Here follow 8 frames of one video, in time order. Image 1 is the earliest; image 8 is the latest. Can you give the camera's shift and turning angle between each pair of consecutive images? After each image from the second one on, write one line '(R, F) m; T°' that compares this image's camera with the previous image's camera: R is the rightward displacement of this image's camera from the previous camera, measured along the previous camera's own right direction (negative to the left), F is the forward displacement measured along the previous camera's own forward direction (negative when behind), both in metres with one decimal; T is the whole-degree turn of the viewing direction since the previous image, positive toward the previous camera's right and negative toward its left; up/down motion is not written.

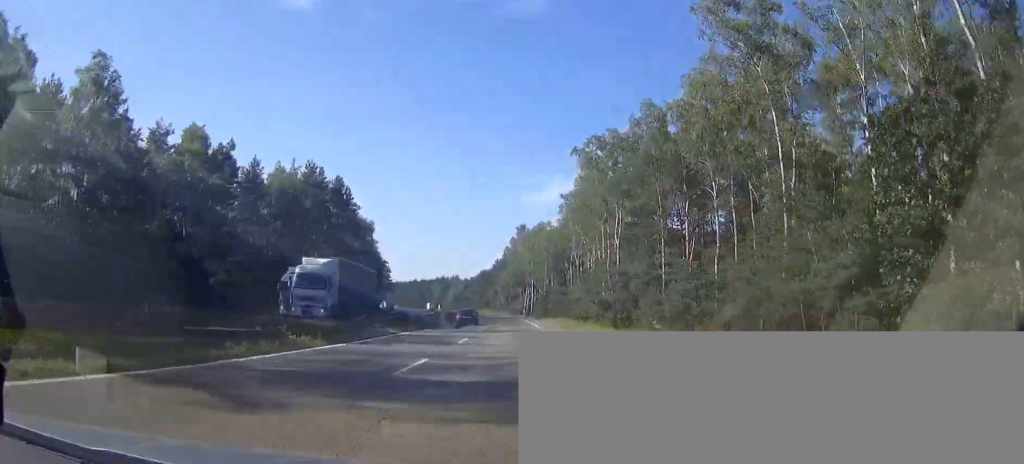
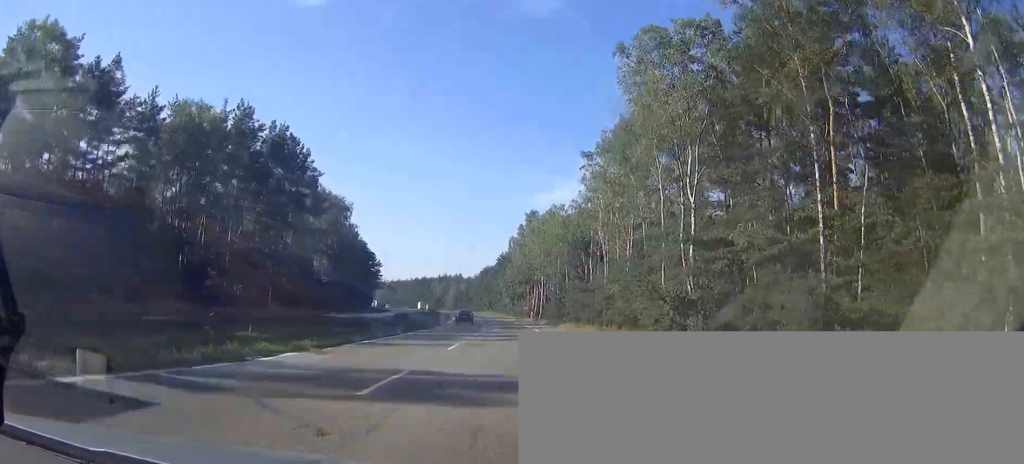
(0.0, +27.5) m; 0°
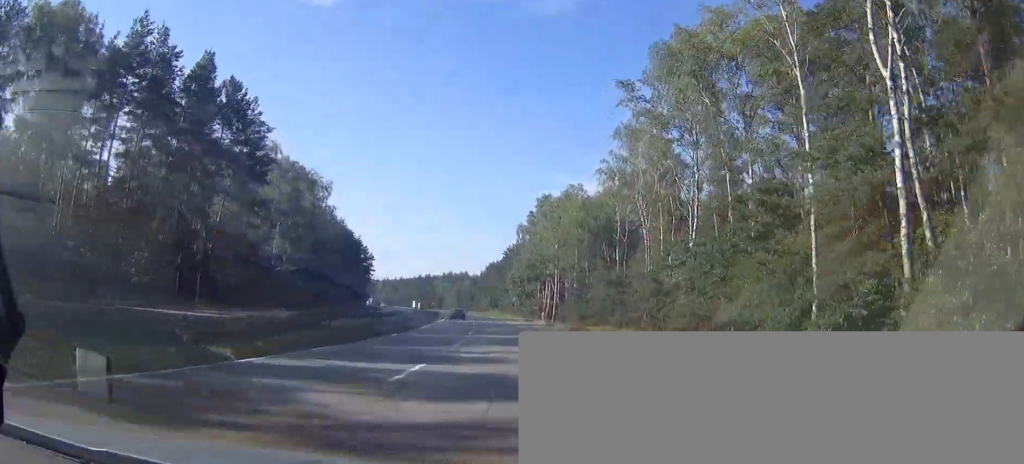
(0.0, +22.4) m; 0°
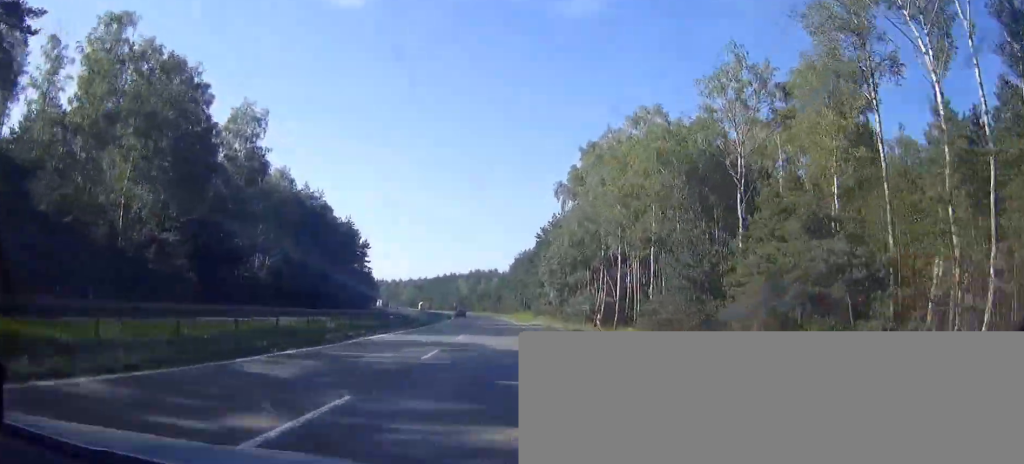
(-1.0, +42.6) m; -3°
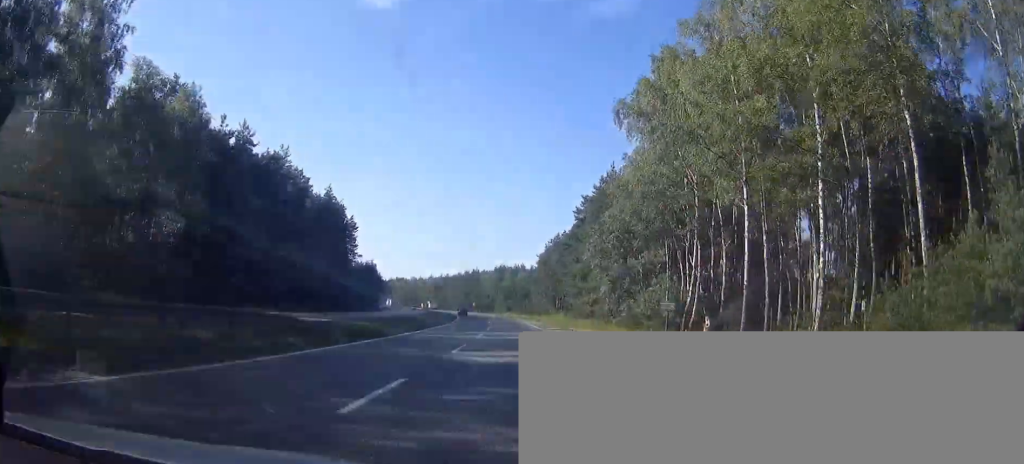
(-0.9, +33.8) m; -2°
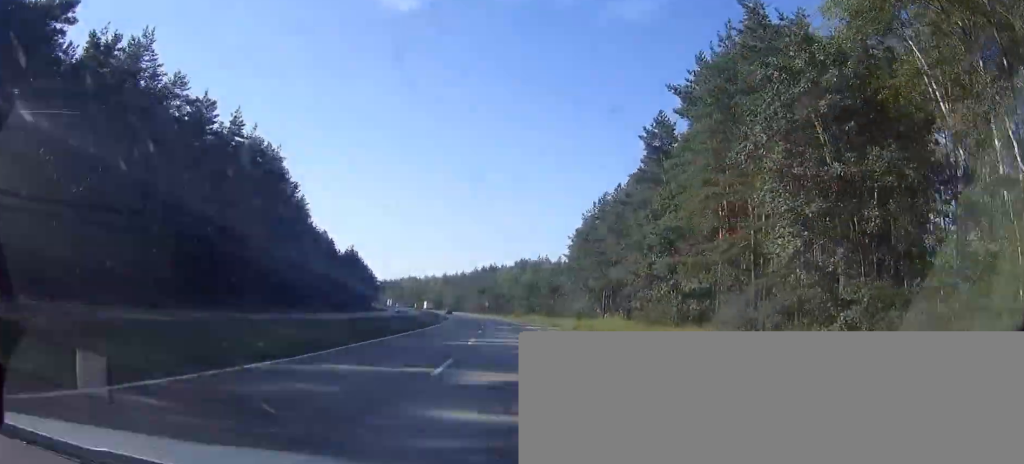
(-0.8, +43.3) m; -2°
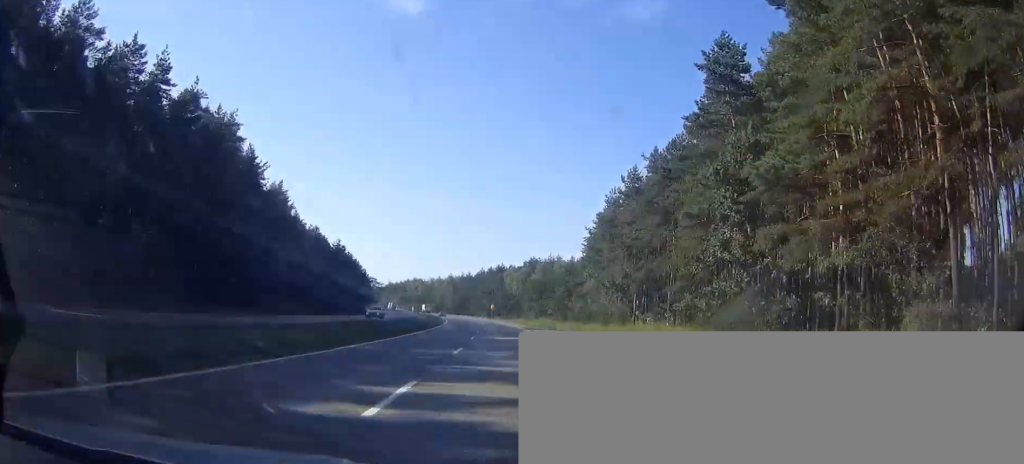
(-0.3, +17.3) m; -1°
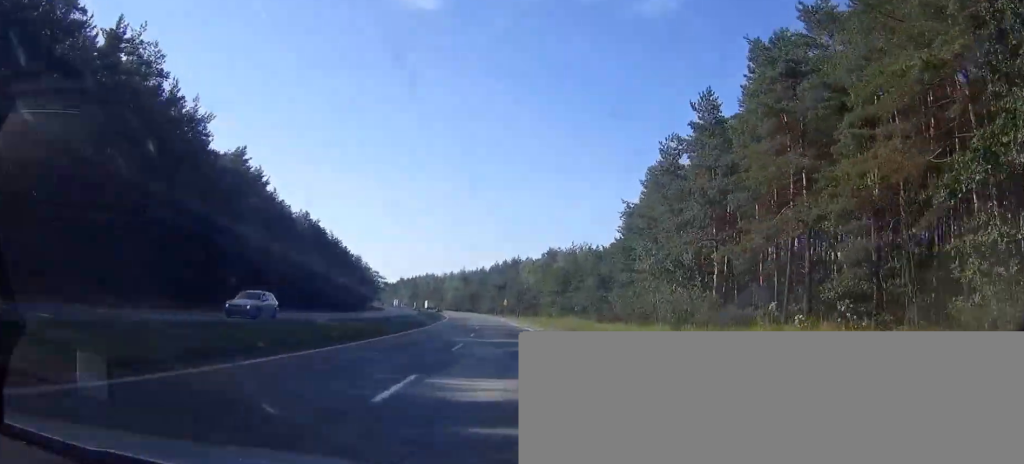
(-0.1, +23.1) m; -1°
